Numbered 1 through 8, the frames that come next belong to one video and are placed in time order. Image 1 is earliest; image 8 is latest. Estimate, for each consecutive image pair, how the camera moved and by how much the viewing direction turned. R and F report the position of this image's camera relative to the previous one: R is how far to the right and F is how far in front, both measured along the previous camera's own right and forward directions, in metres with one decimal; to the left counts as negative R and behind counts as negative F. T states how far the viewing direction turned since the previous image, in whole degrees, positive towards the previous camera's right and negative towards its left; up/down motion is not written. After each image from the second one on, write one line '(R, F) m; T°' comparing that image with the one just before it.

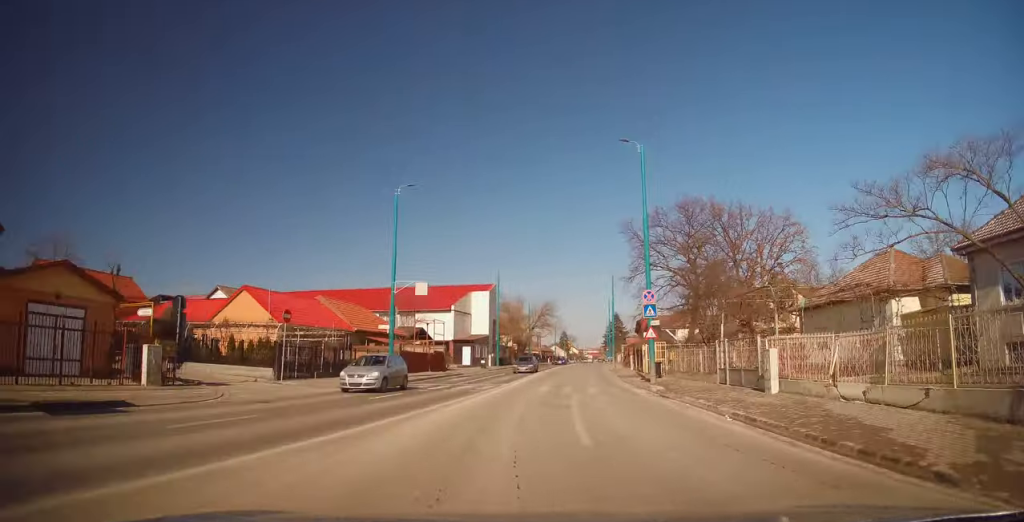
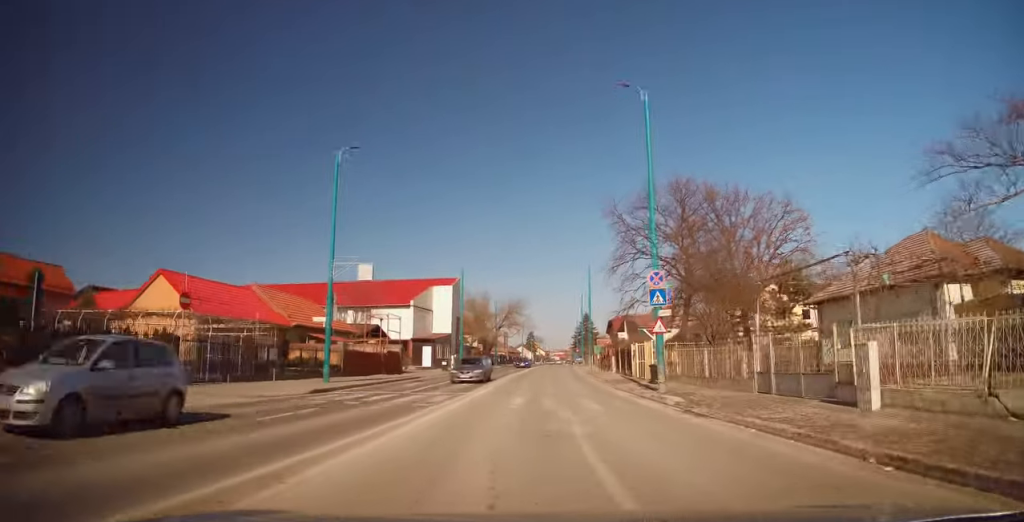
(+0.3, +6.2) m; +4°
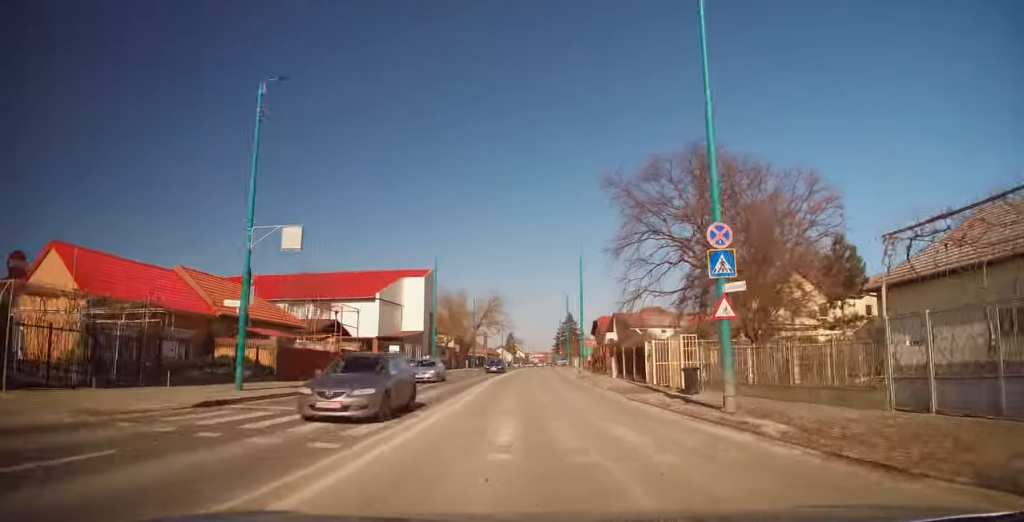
(0.0, +7.9) m; +4°
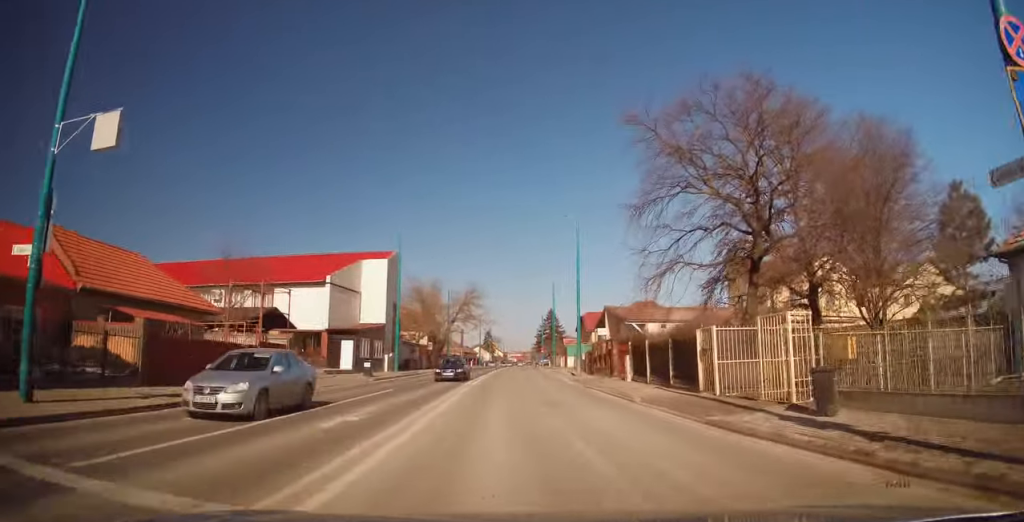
(+0.6, +10.5) m; +4°
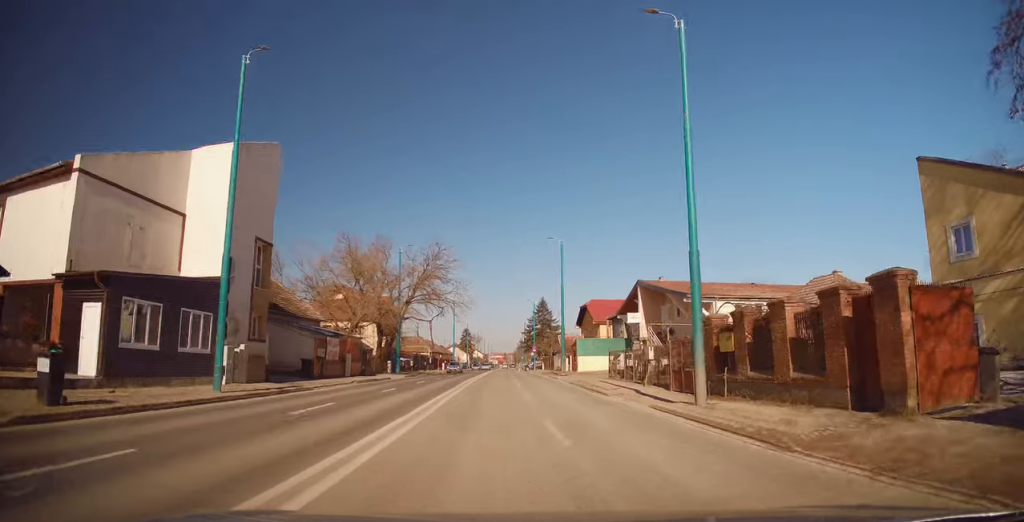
(+1.4, +30.3) m; +4°
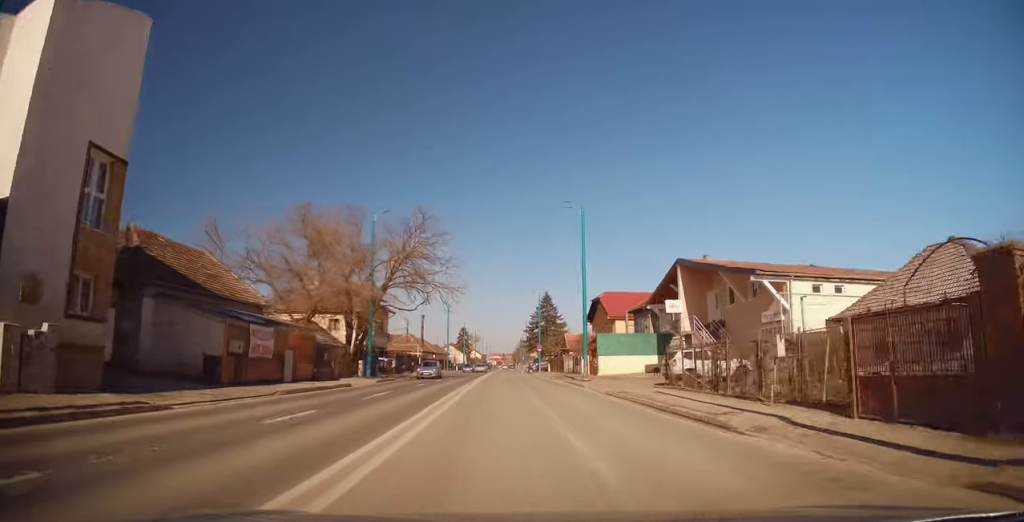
(+0.1, +12.3) m; +1°
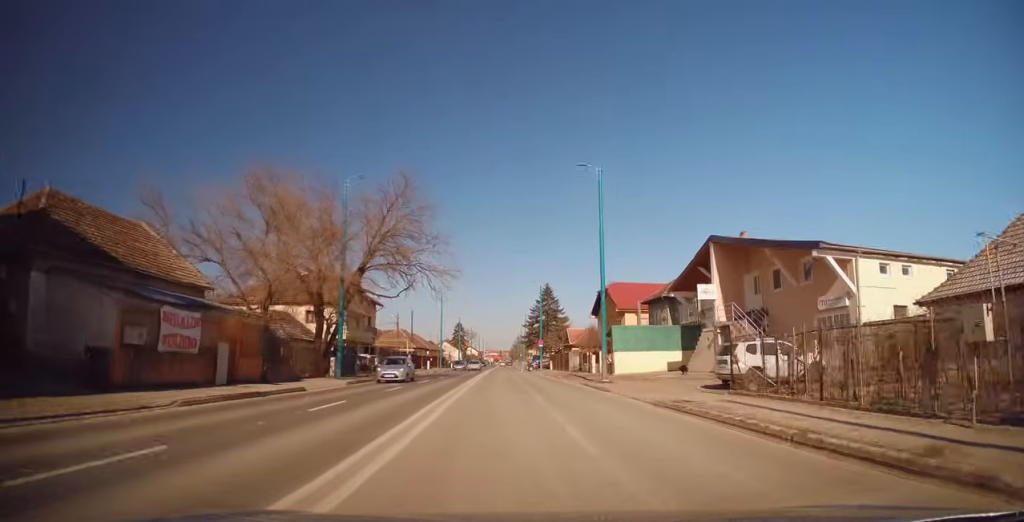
(0.0, +7.0) m; 0°
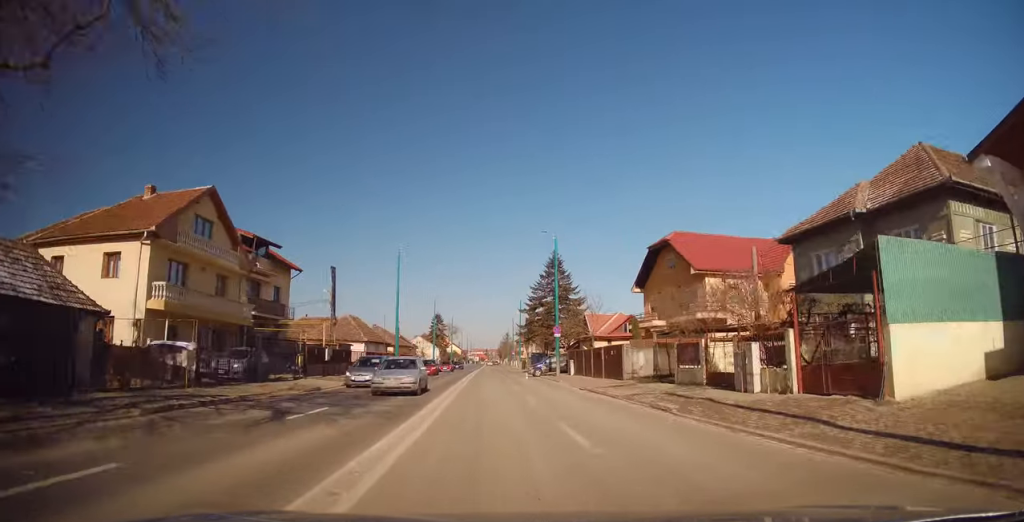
(0.0, +28.4) m; 0°
